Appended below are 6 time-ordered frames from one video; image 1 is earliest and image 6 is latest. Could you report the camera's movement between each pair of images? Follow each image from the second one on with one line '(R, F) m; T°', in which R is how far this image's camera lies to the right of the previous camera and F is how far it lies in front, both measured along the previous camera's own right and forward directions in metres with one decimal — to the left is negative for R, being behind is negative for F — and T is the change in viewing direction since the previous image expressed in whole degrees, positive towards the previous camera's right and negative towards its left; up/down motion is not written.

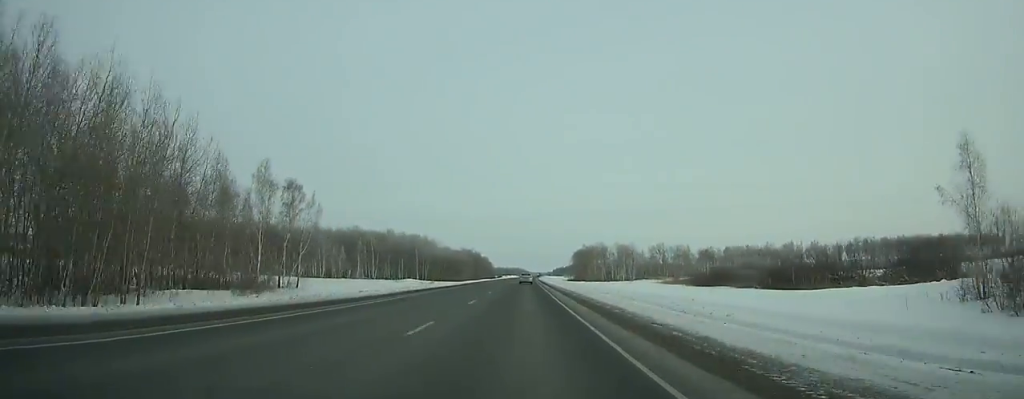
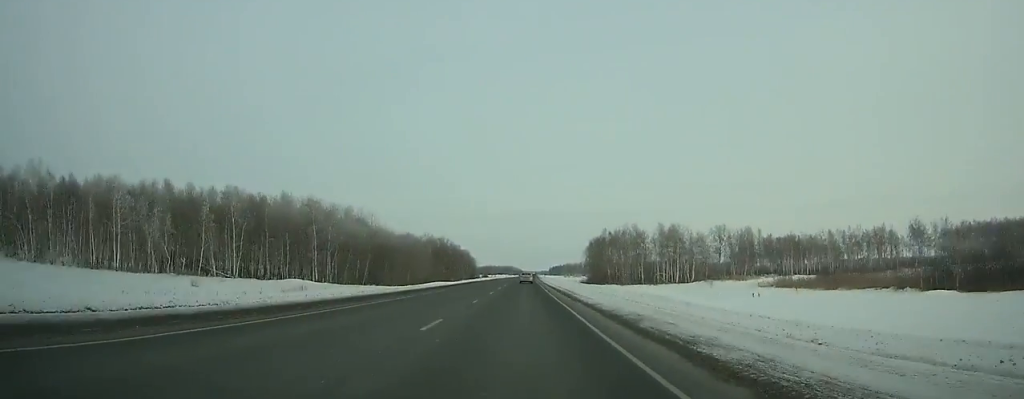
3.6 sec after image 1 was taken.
(+0.3, +96.6) m; 0°
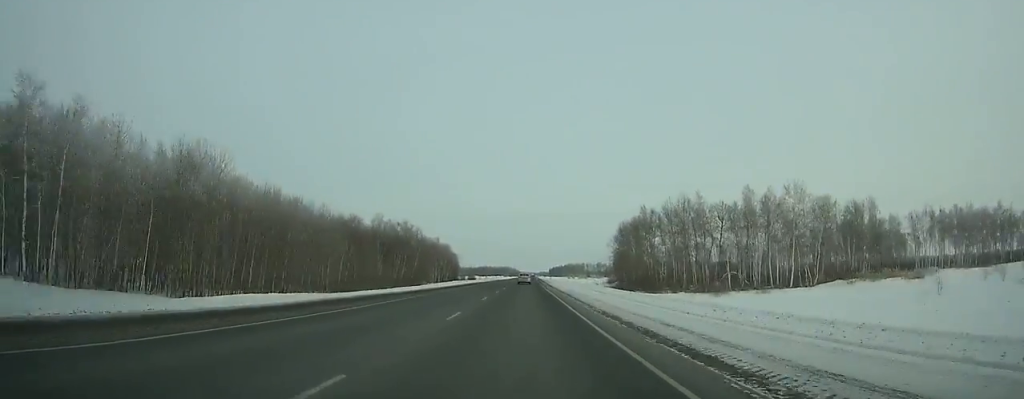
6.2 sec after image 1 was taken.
(+0.3, +69.9) m; 0°
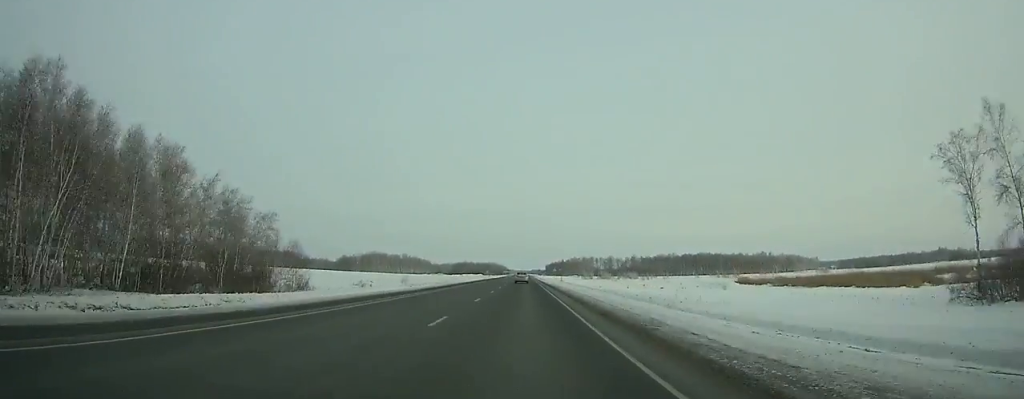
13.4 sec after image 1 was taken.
(+1.6, +195.0) m; 0°
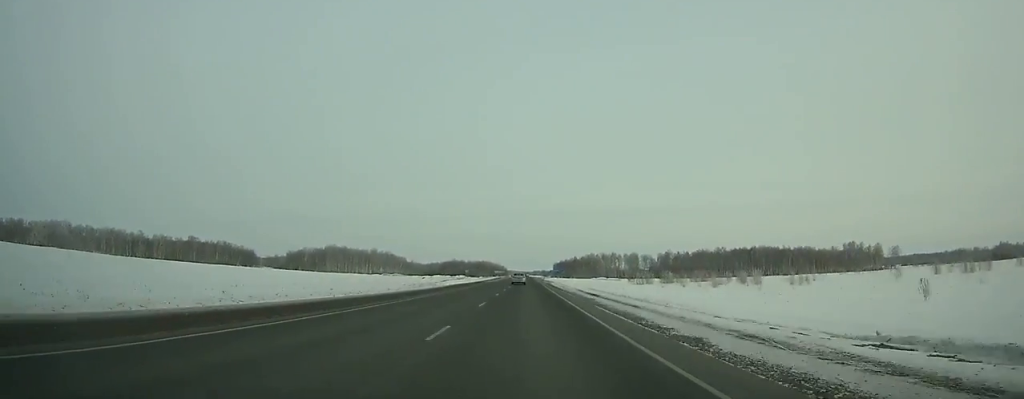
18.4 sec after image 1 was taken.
(-0.3, +135.5) m; 0°
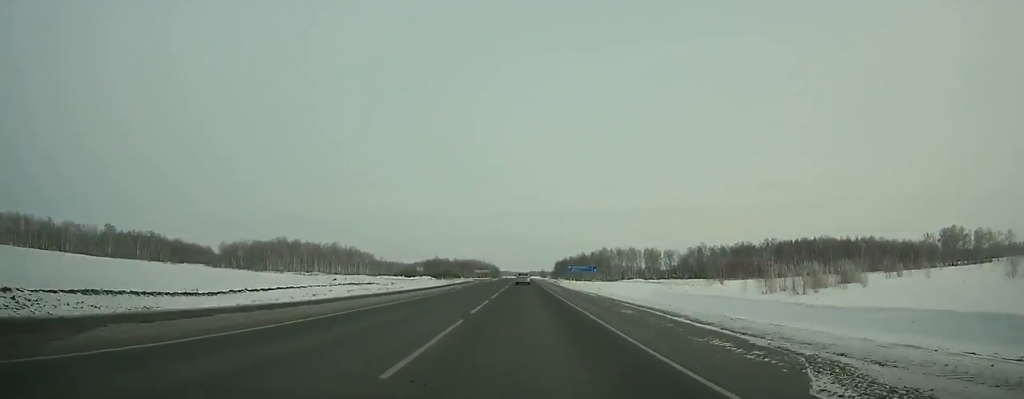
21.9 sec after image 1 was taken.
(+0.2, +94.4) m; 0°
